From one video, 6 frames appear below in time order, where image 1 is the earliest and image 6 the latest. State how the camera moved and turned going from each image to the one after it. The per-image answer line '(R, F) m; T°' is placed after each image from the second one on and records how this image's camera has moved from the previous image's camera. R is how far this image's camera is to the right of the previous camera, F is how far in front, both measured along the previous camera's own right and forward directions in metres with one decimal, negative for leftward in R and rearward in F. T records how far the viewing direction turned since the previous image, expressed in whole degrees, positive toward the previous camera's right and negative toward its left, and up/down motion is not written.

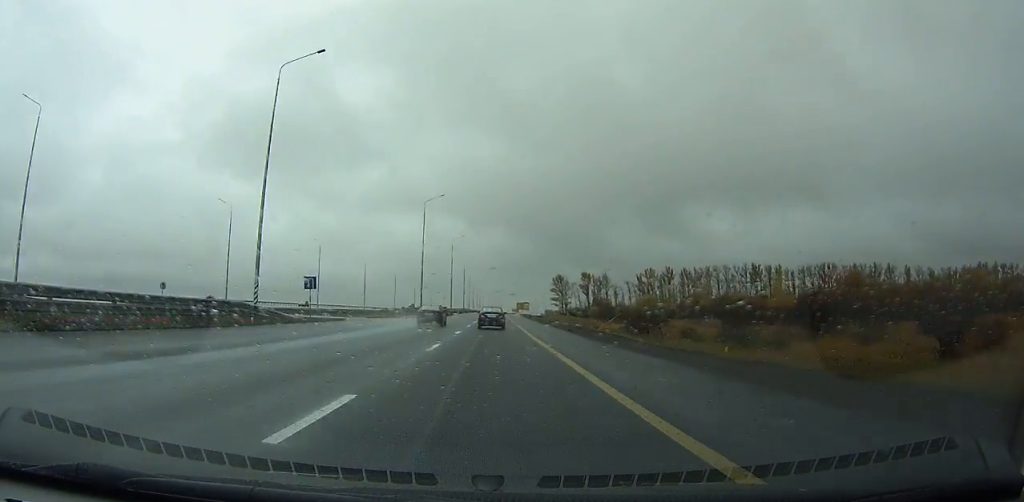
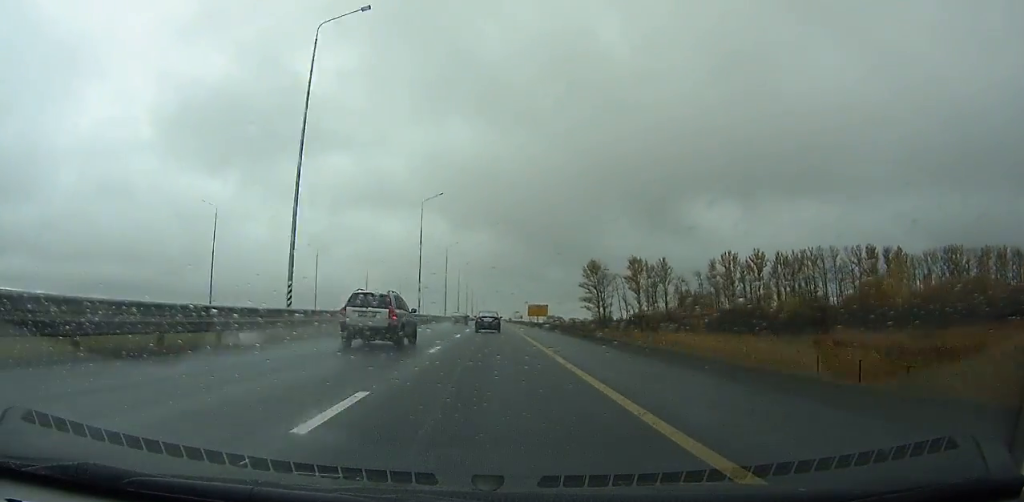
(0.0, +96.2) m; 0°
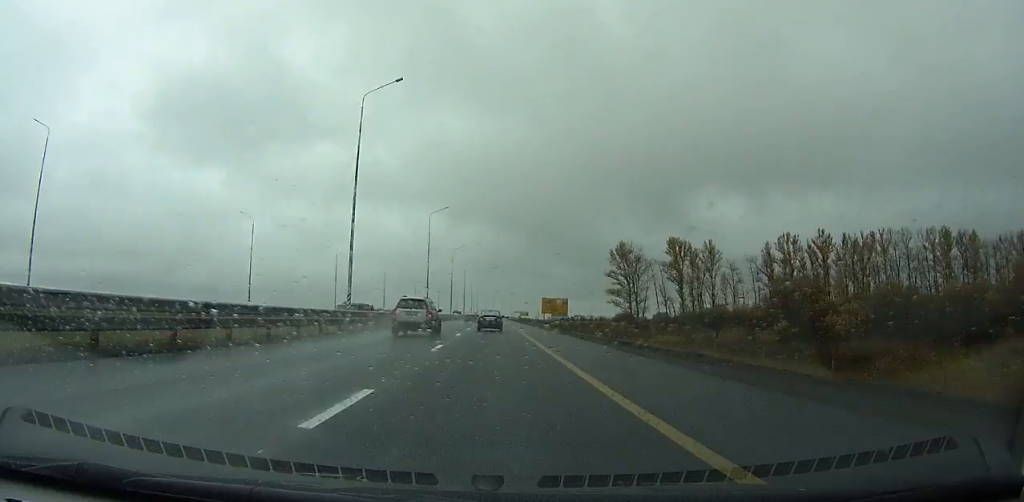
(0.0, +34.8) m; 0°
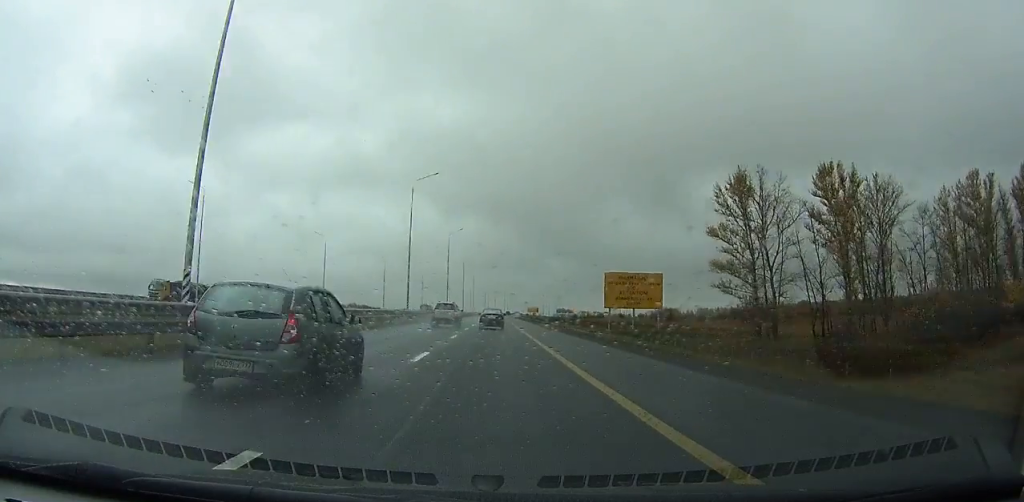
(0.0, +64.6) m; 0°
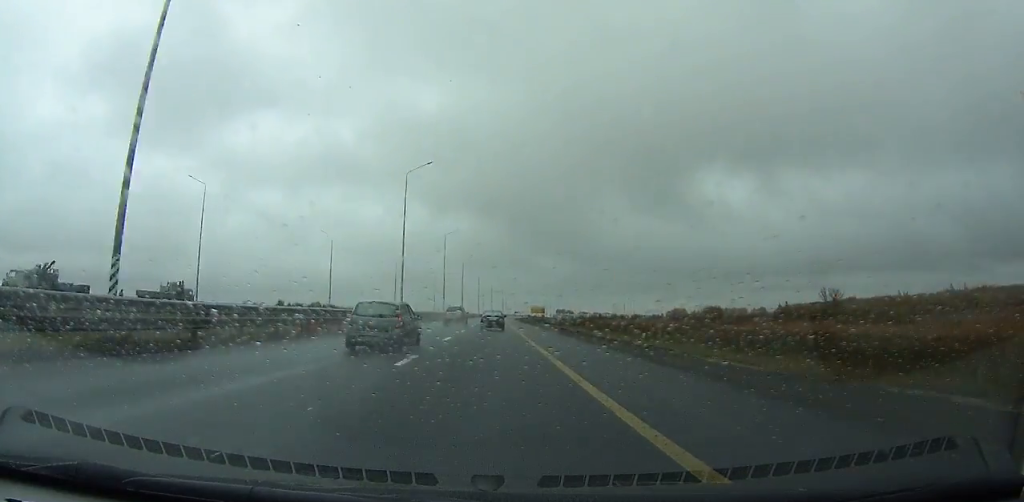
(+0.1, +48.7) m; 0°
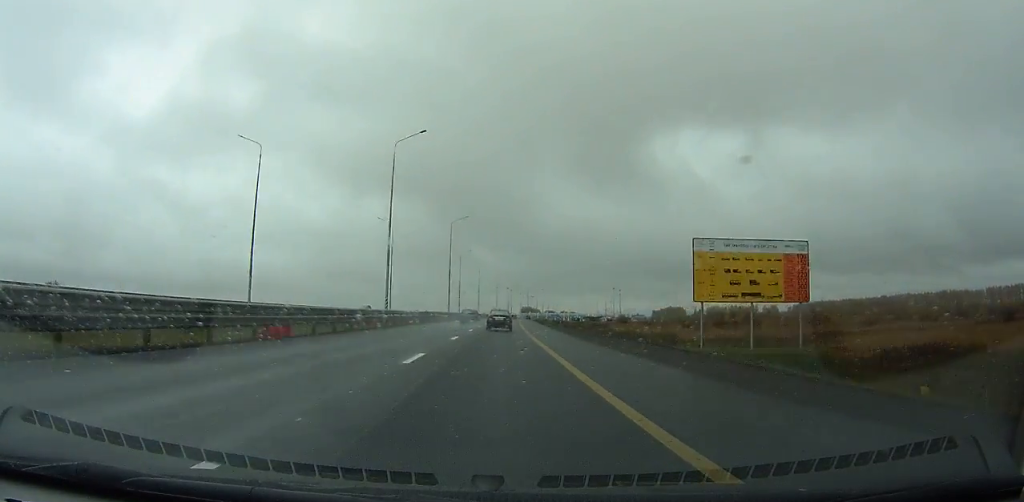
(+3.2, +190.4) m; +4°
